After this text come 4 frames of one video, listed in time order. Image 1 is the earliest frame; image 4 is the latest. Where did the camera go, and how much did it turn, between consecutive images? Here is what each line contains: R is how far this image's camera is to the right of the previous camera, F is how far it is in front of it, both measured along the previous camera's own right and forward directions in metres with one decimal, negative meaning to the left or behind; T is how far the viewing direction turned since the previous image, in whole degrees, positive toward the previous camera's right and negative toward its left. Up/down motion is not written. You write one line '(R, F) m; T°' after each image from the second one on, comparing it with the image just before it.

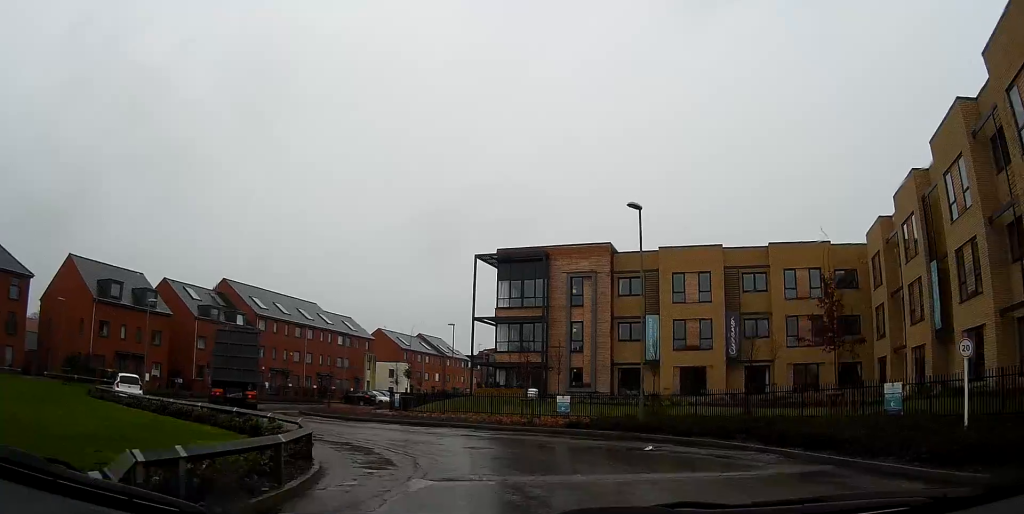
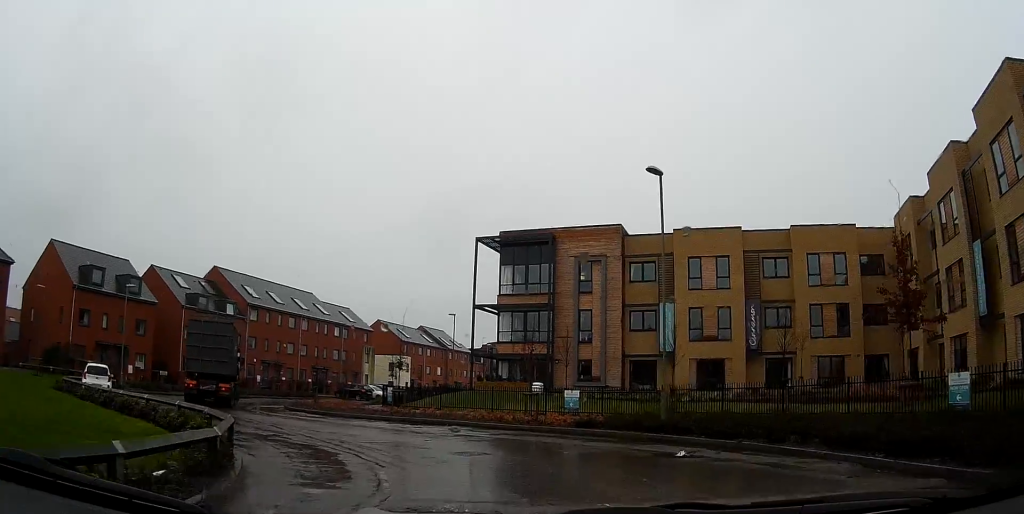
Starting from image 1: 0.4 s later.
(-0.1, +3.5) m; -1°
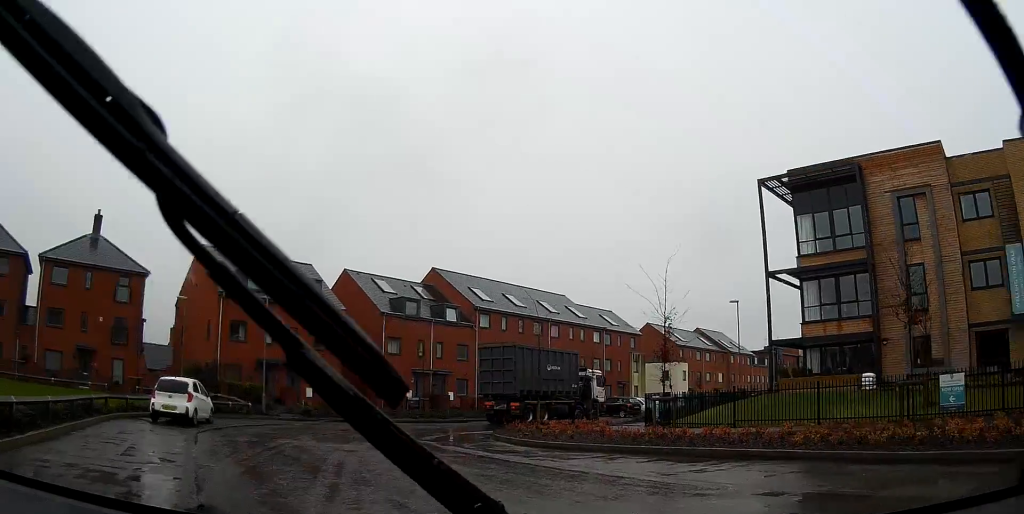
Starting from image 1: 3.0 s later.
(-0.9, +16.1) m; -18°
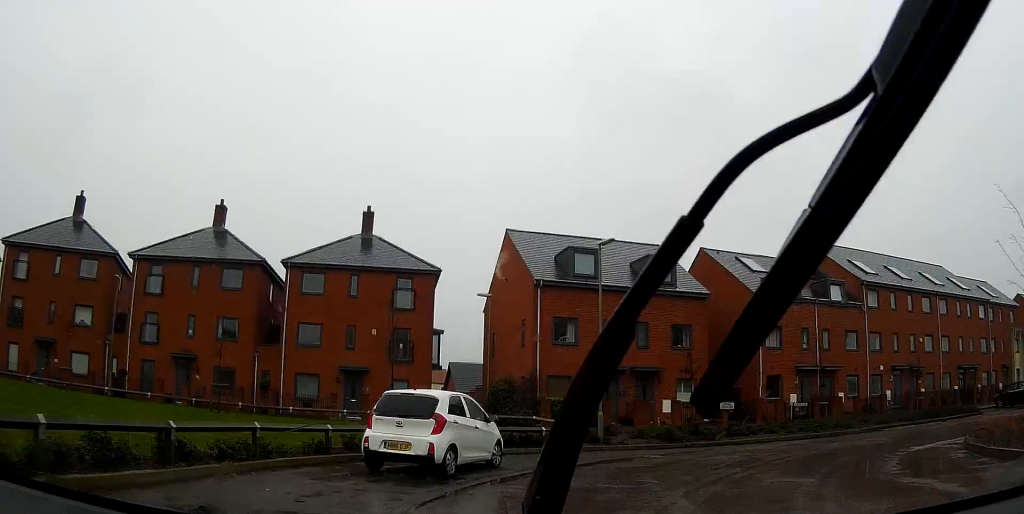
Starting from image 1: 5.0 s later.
(-2.9, +7.6) m; -35°
